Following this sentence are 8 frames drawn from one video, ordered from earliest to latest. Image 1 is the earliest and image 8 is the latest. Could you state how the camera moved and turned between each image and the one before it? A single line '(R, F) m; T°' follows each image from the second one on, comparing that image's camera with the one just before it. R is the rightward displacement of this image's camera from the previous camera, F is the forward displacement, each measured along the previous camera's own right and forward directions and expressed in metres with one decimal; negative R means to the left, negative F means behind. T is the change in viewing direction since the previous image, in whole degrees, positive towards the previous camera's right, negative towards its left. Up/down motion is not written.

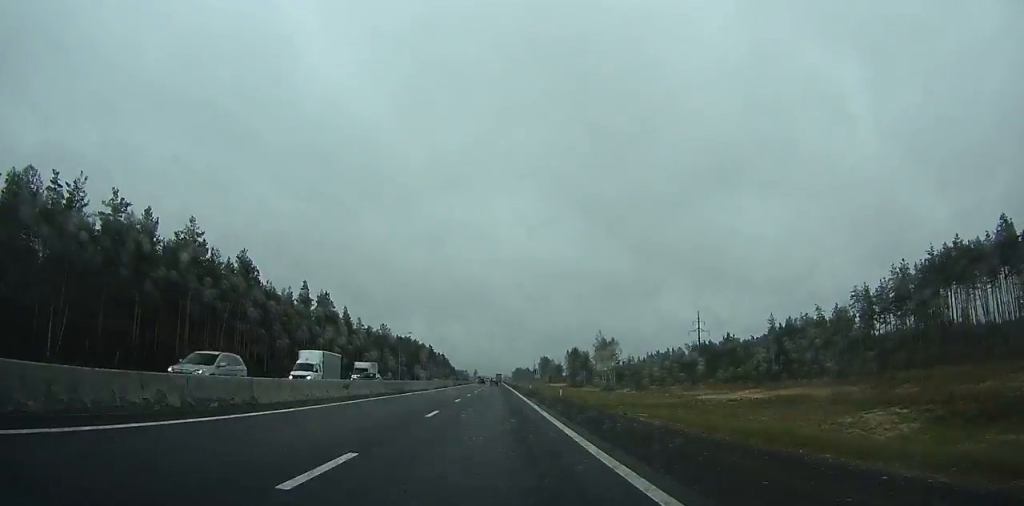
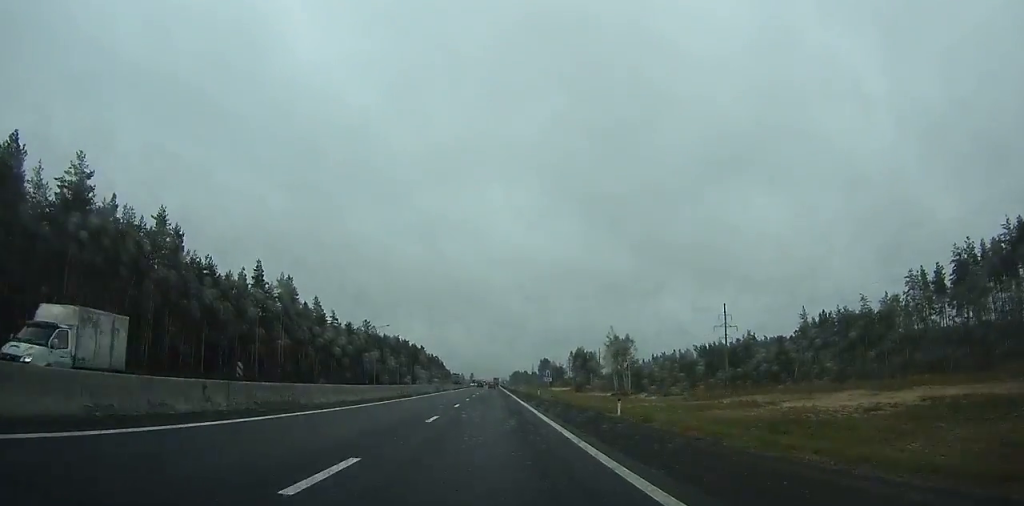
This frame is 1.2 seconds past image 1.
(0.0, +21.4) m; 0°
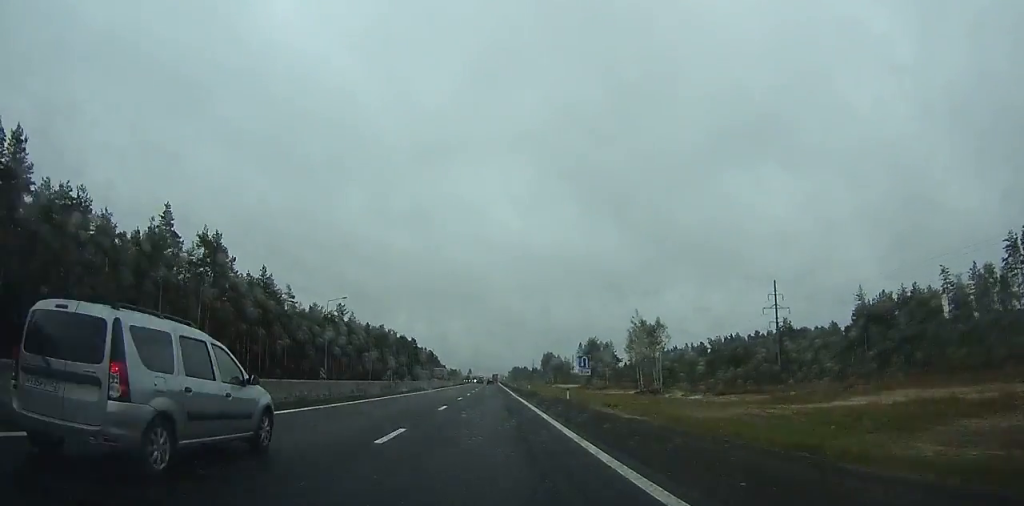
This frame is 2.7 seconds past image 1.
(0.0, +29.1) m; 0°
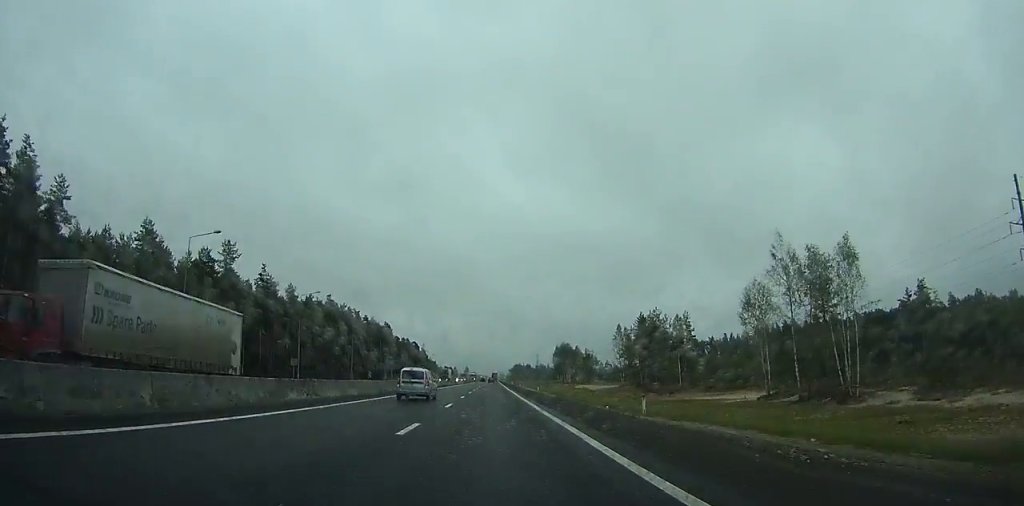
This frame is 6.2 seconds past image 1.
(-0.5, +72.0) m; -1°
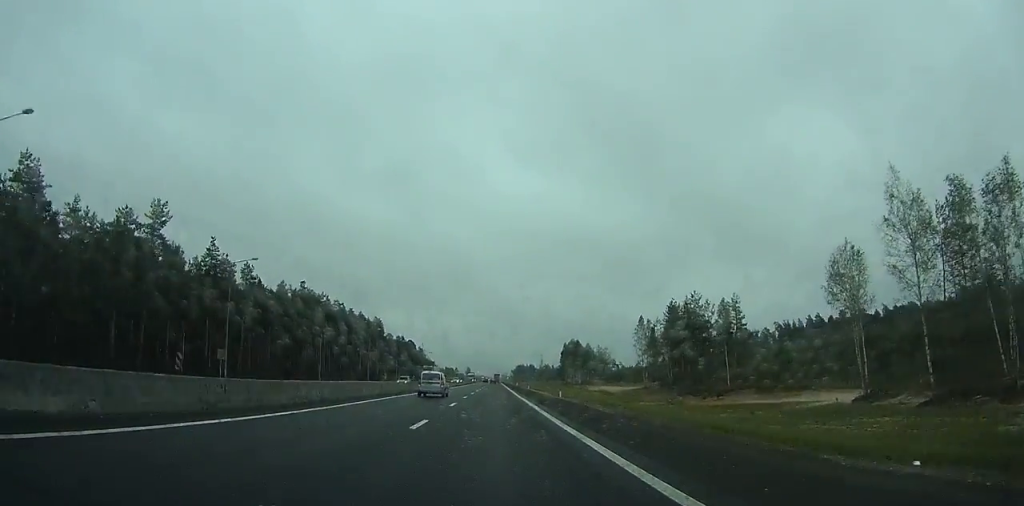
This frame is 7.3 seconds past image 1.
(0.0, +23.7) m; 0°
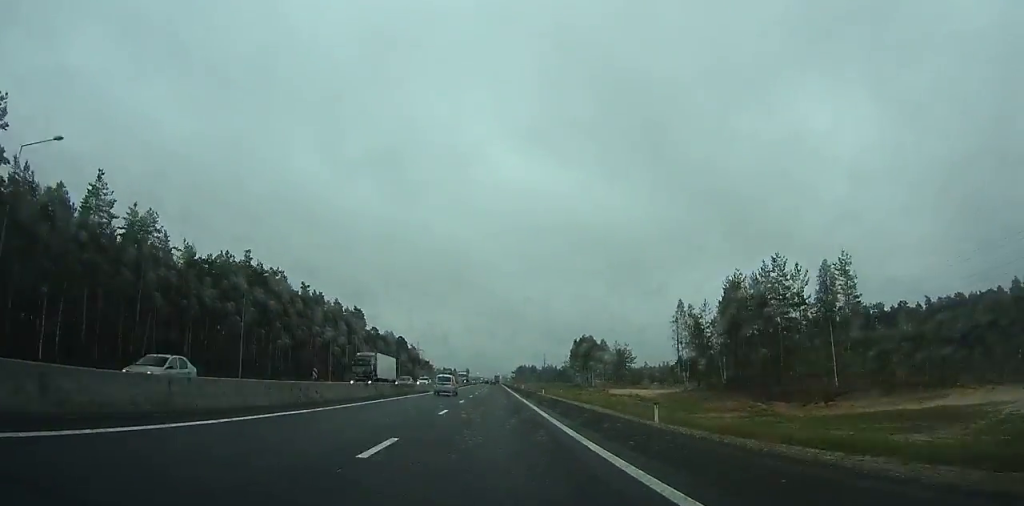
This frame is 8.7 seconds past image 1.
(+0.1, +32.4) m; 0°
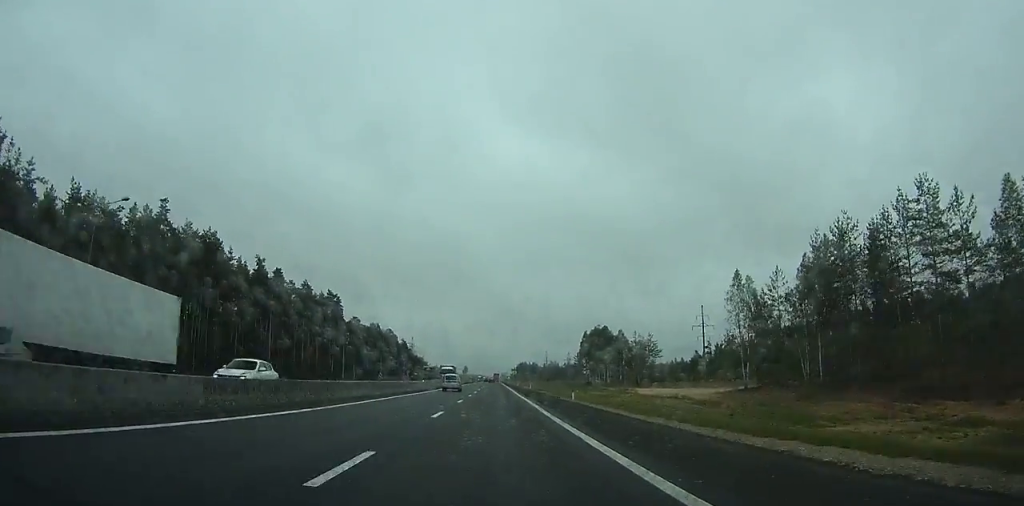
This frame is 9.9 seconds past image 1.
(0.0, +30.3) m; 0°
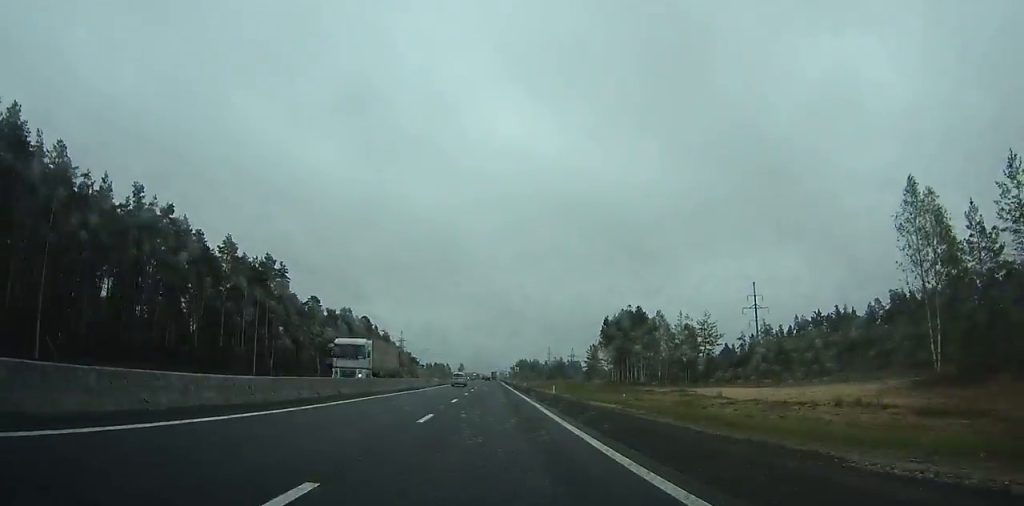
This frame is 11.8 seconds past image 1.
(0.0, +43.7) m; 0°
